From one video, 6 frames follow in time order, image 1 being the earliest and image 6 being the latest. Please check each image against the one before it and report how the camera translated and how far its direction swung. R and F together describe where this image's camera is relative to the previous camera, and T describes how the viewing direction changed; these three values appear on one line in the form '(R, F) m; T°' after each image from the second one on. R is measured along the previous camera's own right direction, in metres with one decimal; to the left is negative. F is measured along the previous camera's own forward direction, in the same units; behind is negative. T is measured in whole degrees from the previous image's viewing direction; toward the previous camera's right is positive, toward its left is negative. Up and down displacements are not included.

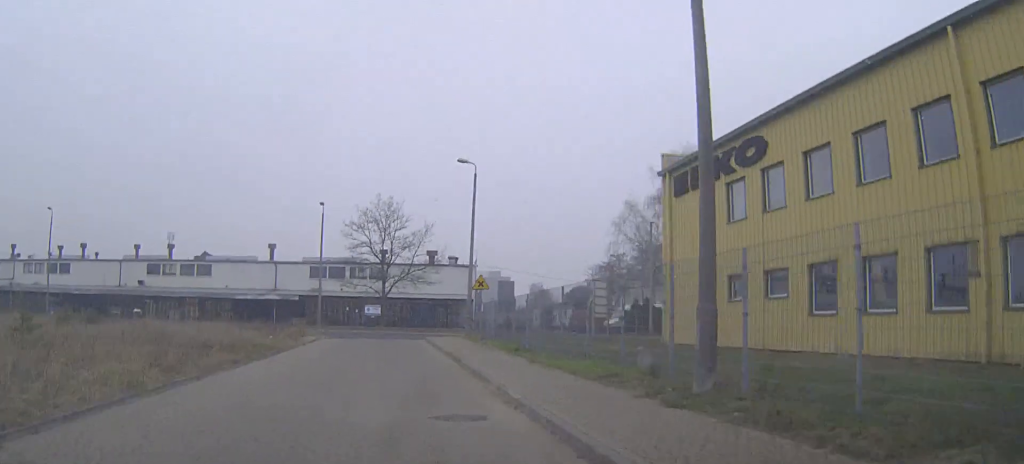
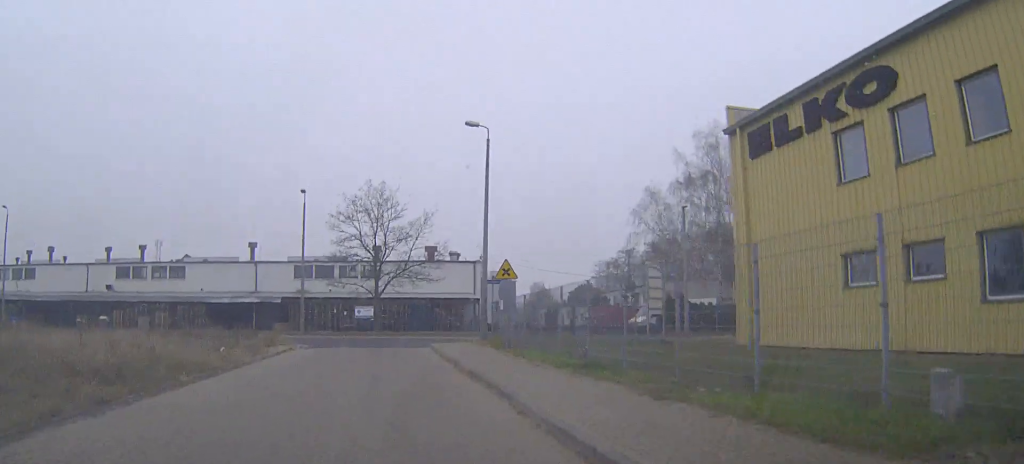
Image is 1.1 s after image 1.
(0.0, +8.0) m; 0°
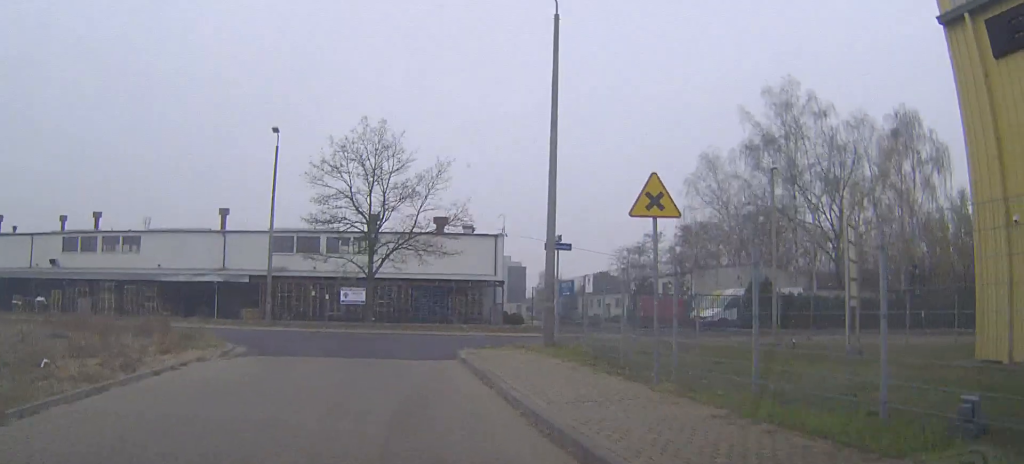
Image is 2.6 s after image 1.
(0.0, +12.4) m; -1°
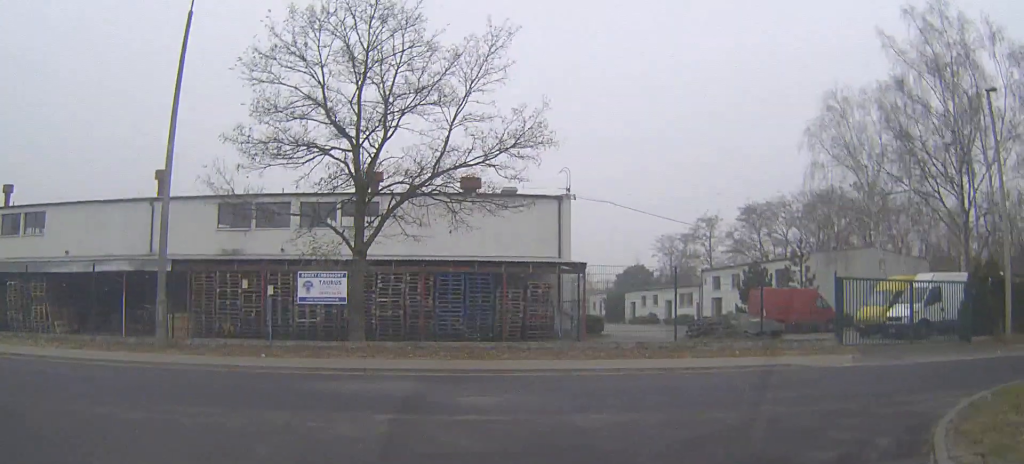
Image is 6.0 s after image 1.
(-0.3, +20.0) m; -2°
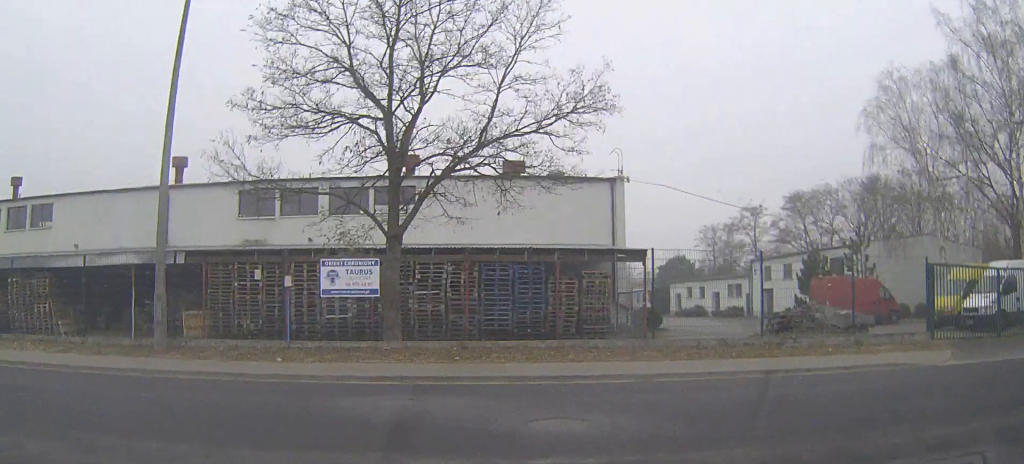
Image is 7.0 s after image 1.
(0.0, +3.1) m; -6°
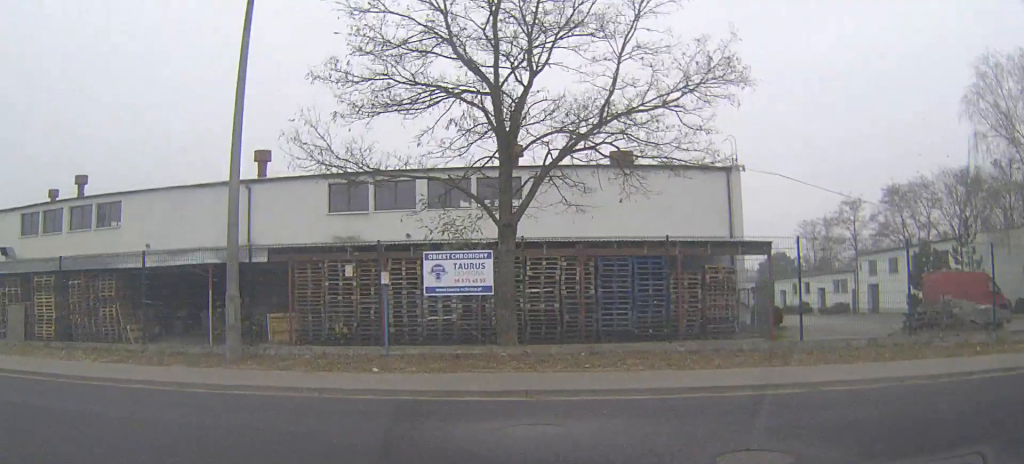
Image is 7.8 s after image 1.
(-0.2, +2.0) m; -11°
